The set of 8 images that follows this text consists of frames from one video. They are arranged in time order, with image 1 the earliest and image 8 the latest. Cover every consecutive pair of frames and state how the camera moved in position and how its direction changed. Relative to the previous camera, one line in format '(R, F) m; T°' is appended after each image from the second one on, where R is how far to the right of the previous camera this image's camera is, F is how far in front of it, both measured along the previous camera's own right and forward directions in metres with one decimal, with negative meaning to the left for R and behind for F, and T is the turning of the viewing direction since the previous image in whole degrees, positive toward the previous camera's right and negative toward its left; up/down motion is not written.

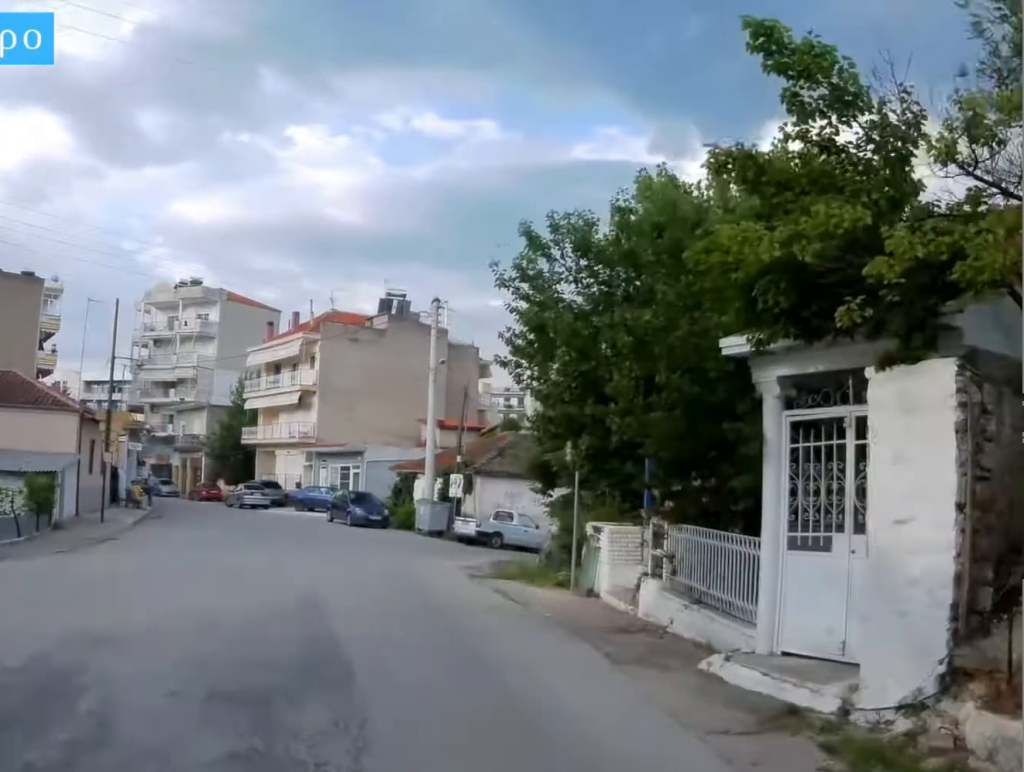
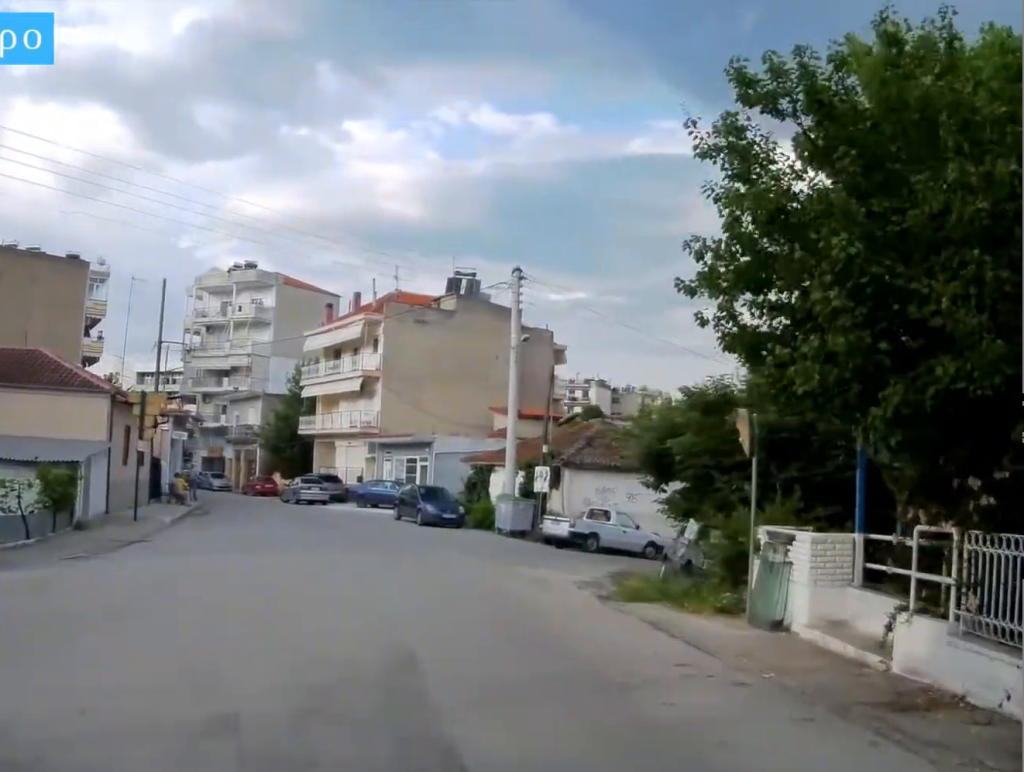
(-0.3, +4.8) m; -8°
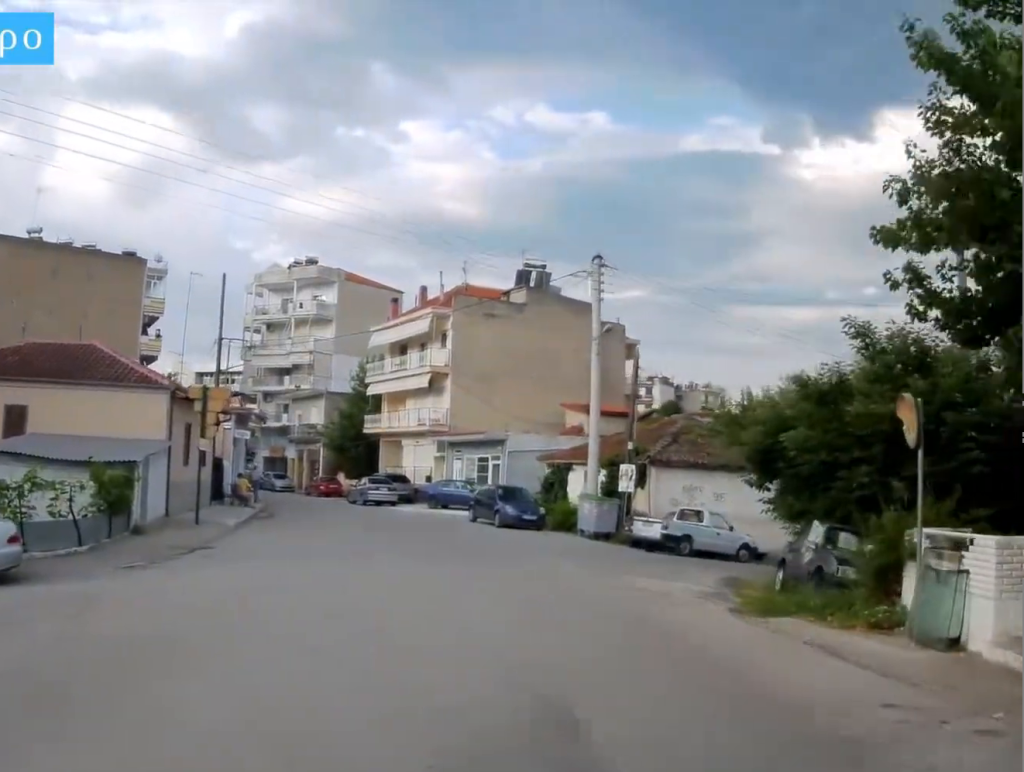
(0.0, +2.0) m; -5°
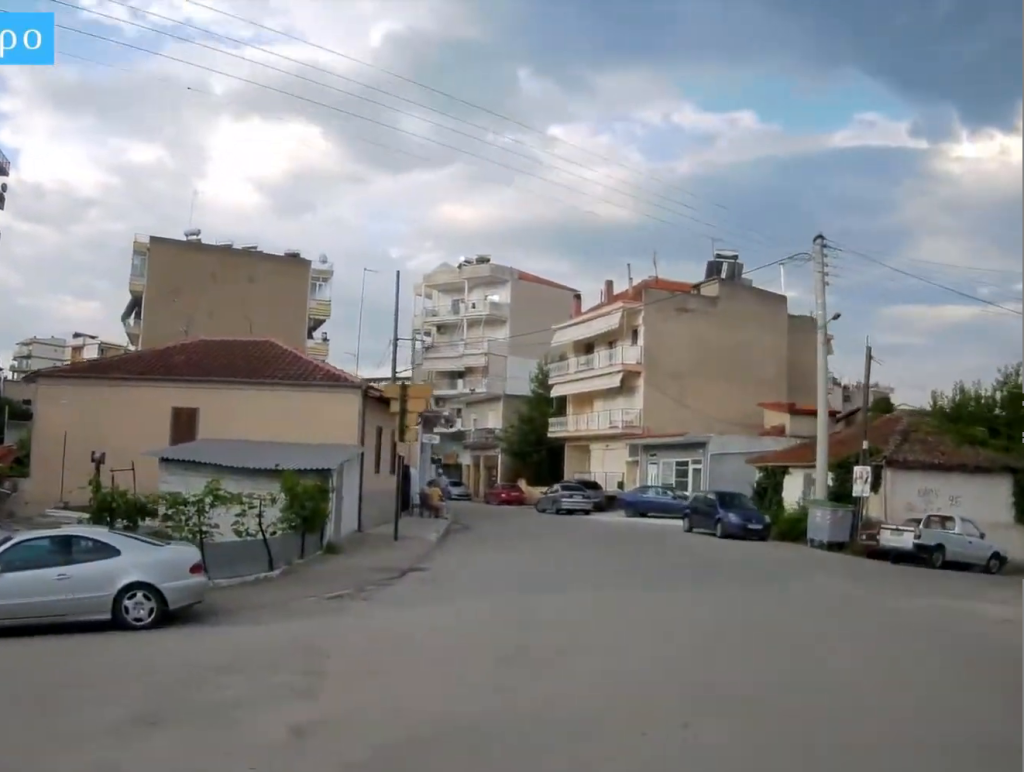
(-0.4, +3.4) m; -15°
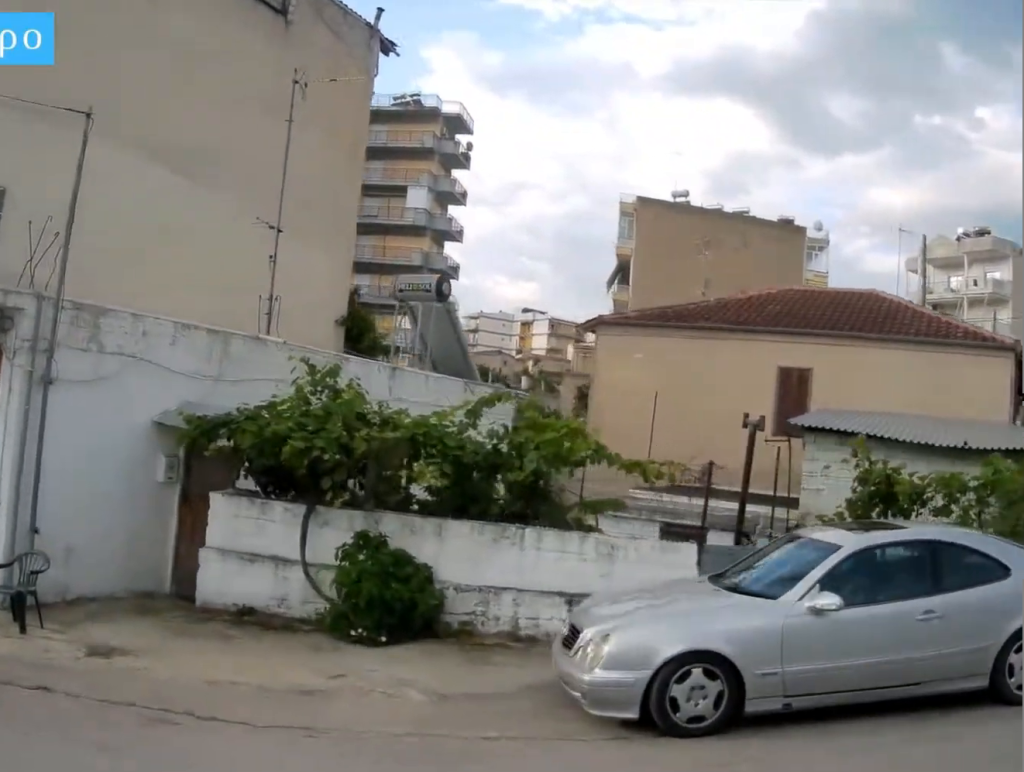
(-1.8, +6.3) m; -31°
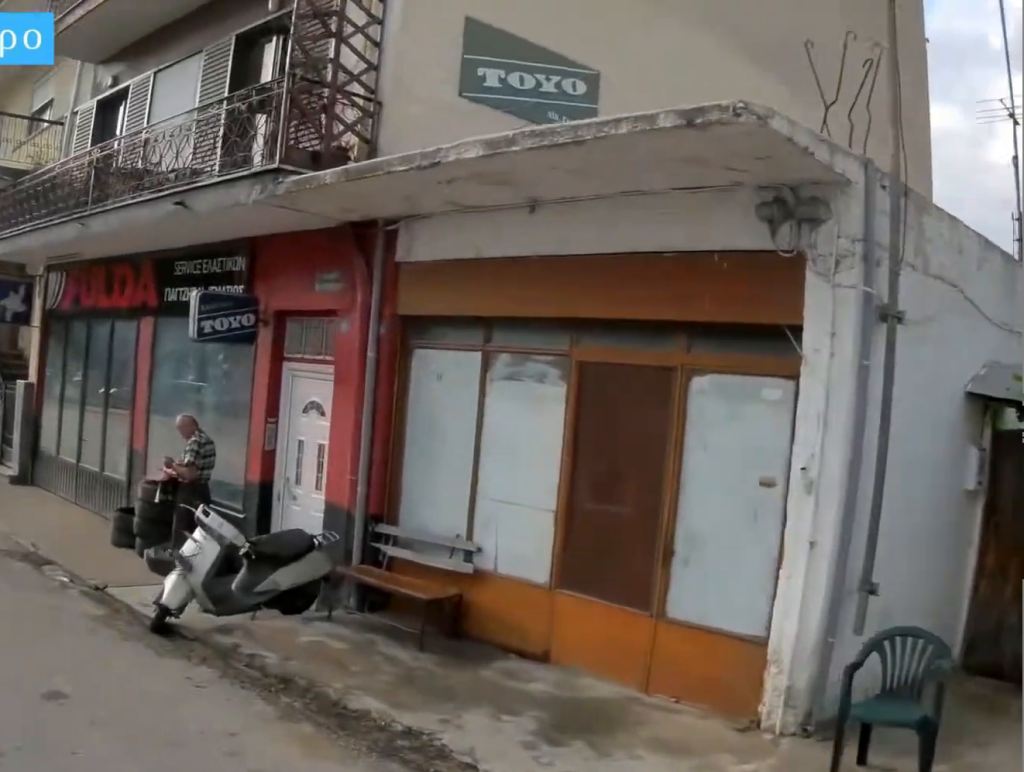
(-1.1, +4.8) m; -22°
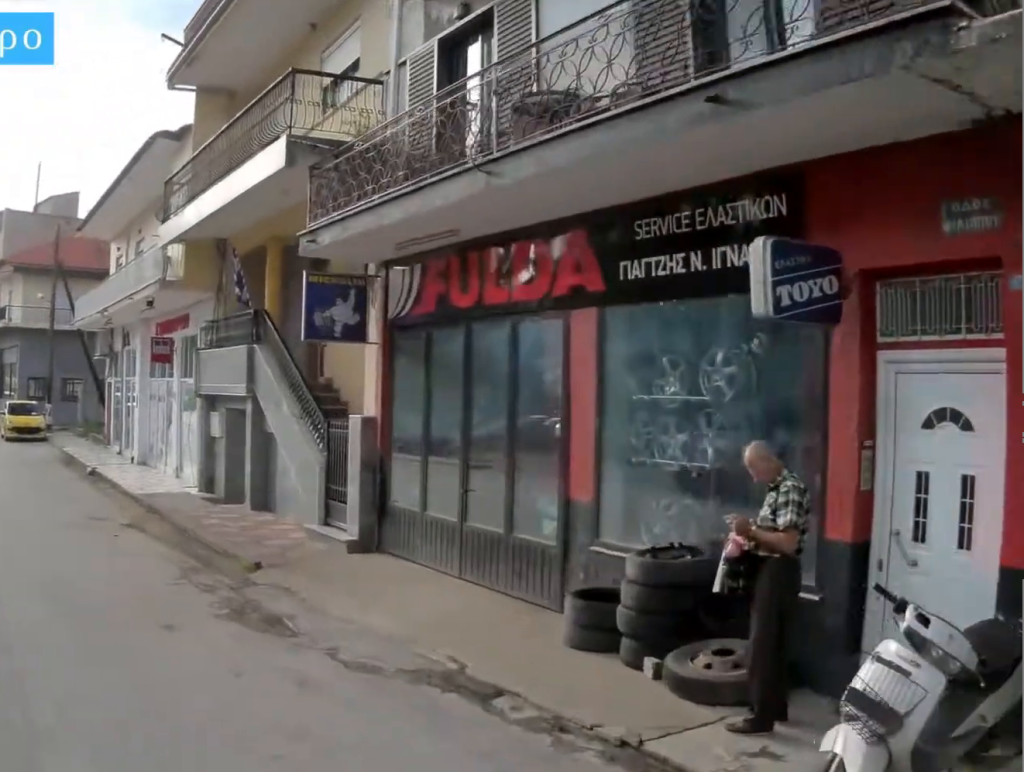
(-0.2, +3.3) m; -9°
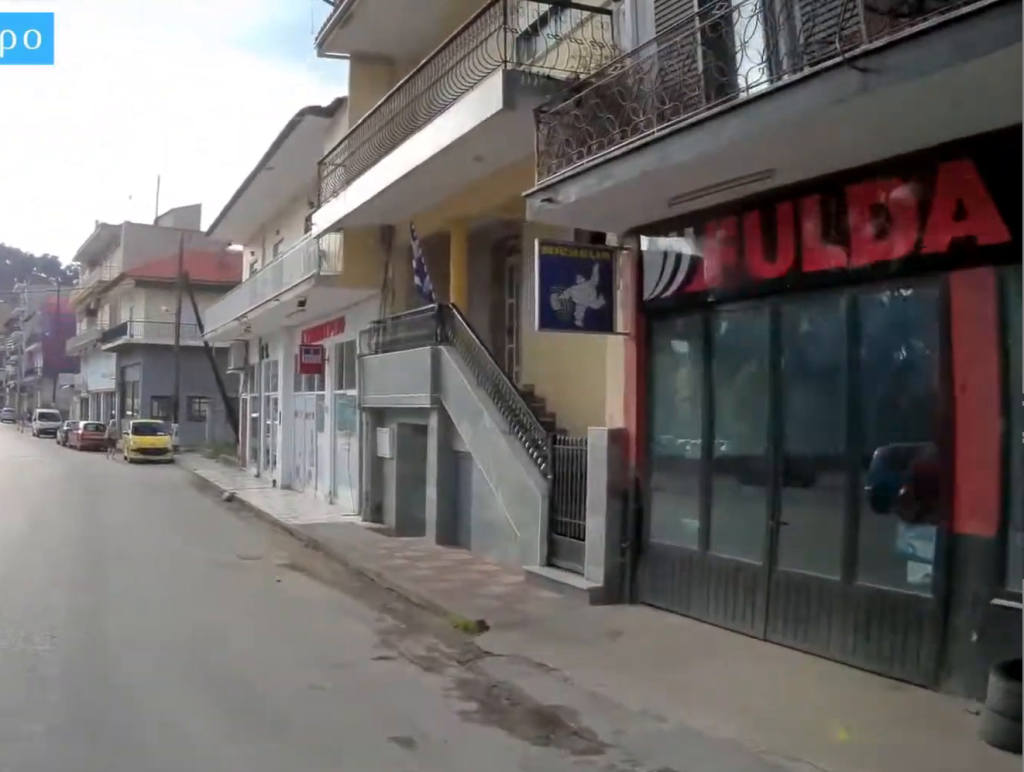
(-0.1, +2.2) m; -5°
